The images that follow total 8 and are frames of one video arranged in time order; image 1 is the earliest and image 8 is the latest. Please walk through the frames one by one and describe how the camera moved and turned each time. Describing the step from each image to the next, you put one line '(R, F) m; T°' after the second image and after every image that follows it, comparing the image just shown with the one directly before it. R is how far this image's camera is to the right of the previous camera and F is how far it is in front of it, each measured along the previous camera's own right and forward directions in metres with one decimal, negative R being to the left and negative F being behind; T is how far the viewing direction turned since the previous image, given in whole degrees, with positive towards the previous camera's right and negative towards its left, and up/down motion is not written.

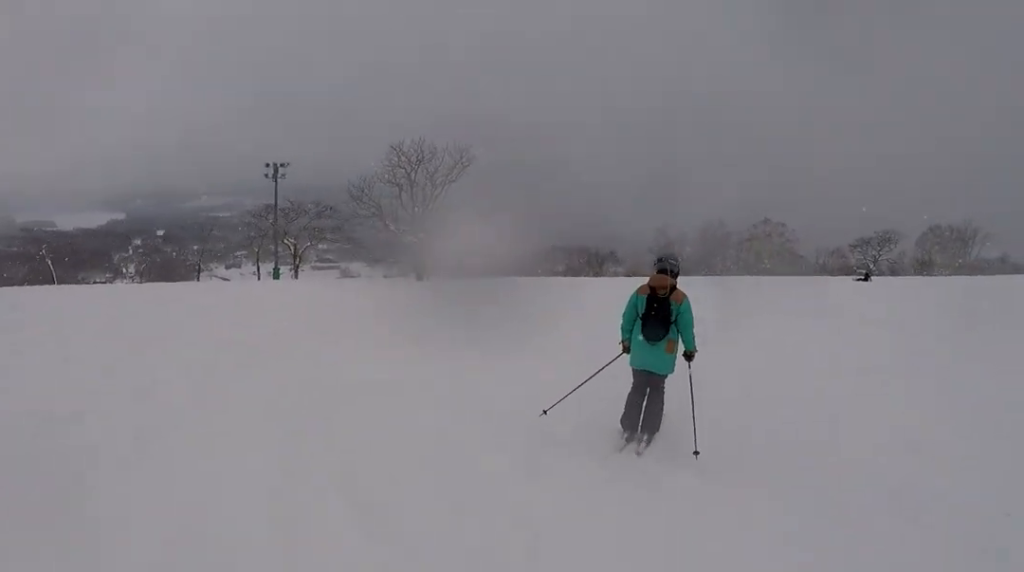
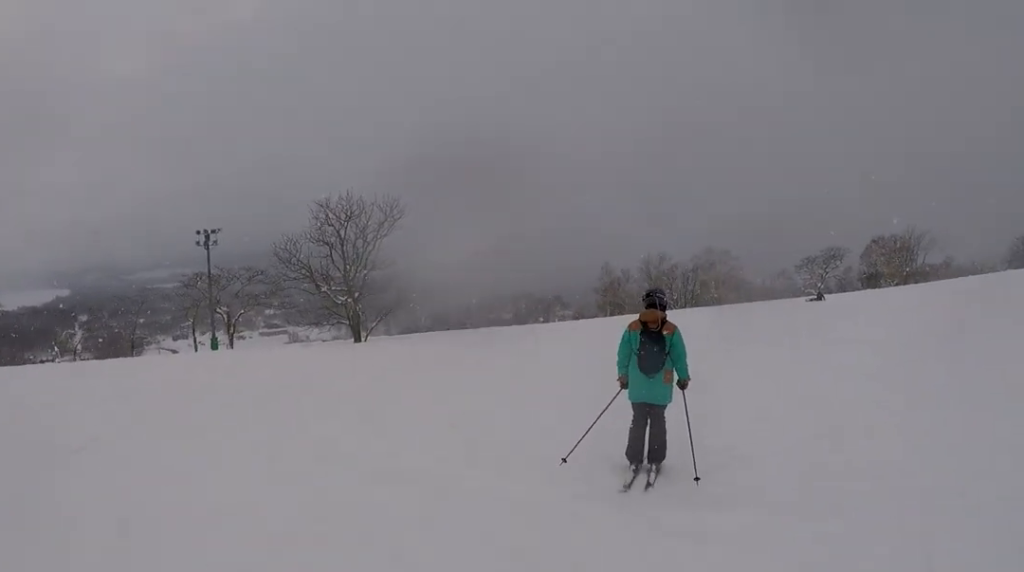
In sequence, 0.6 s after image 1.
(-0.2, +2.4) m; +3°
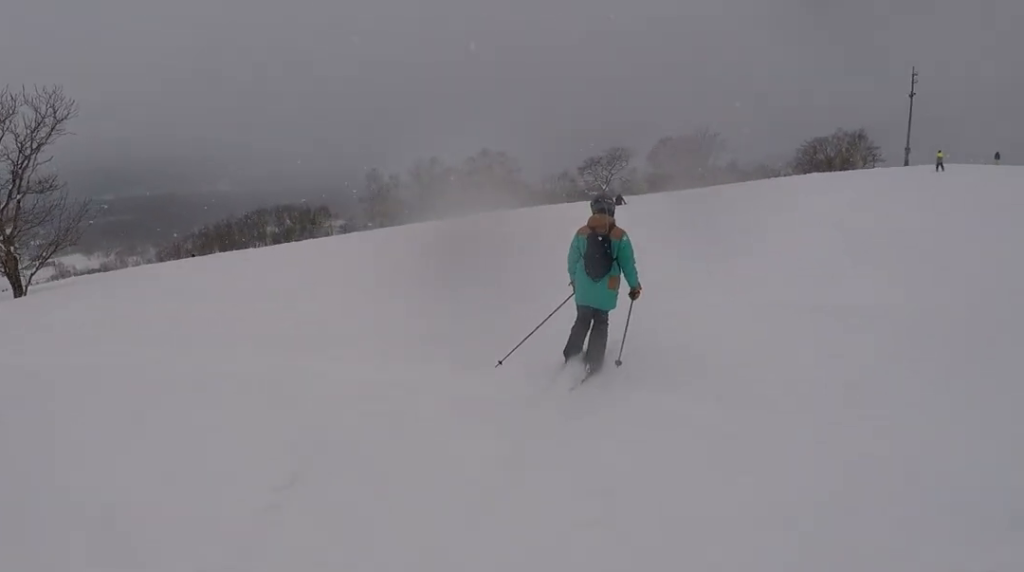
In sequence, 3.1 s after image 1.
(+2.5, +10.4) m; +22°
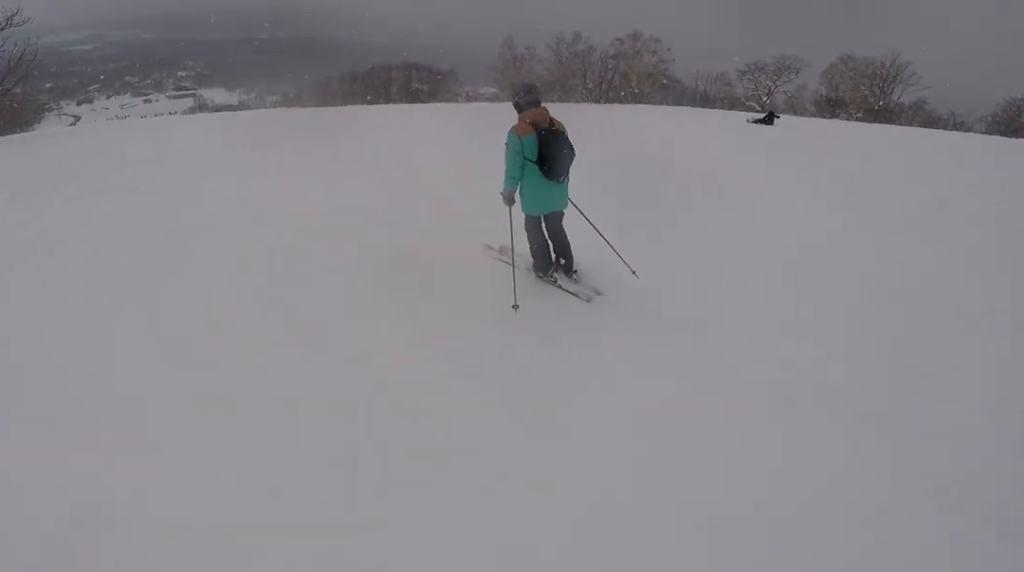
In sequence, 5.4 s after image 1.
(0.0, +10.6) m; -5°
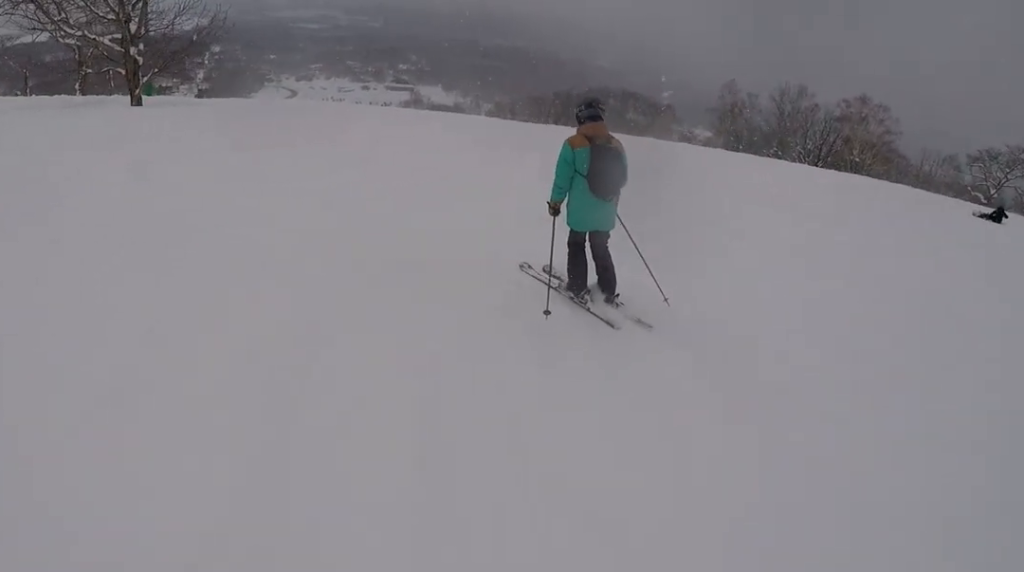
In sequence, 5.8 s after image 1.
(+0.2, +2.0) m; -11°
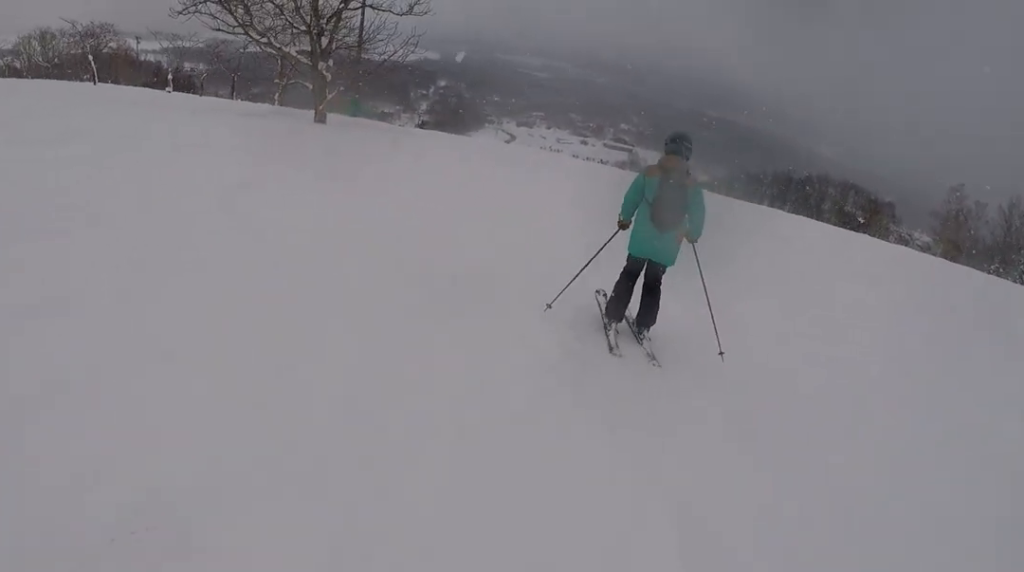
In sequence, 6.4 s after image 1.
(-0.1, +2.4) m; -12°
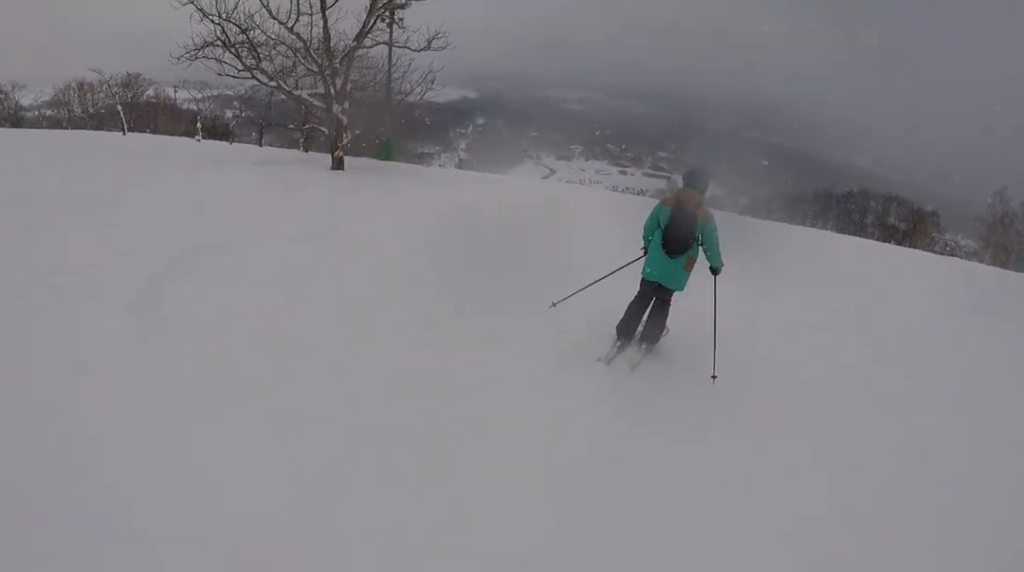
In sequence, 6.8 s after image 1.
(-0.7, +1.9) m; -8°
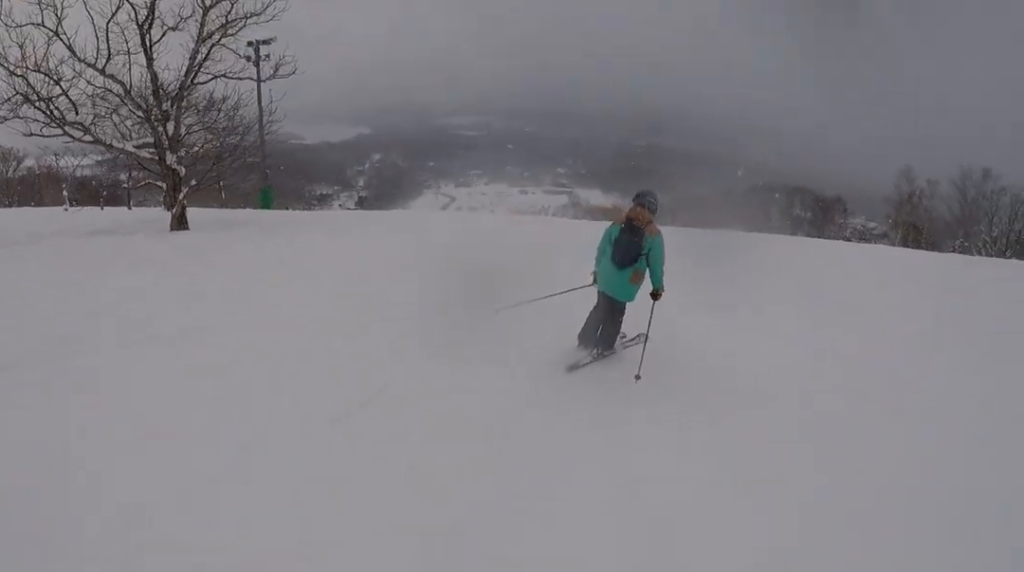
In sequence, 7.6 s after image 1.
(-0.3, +3.6) m; -3°
